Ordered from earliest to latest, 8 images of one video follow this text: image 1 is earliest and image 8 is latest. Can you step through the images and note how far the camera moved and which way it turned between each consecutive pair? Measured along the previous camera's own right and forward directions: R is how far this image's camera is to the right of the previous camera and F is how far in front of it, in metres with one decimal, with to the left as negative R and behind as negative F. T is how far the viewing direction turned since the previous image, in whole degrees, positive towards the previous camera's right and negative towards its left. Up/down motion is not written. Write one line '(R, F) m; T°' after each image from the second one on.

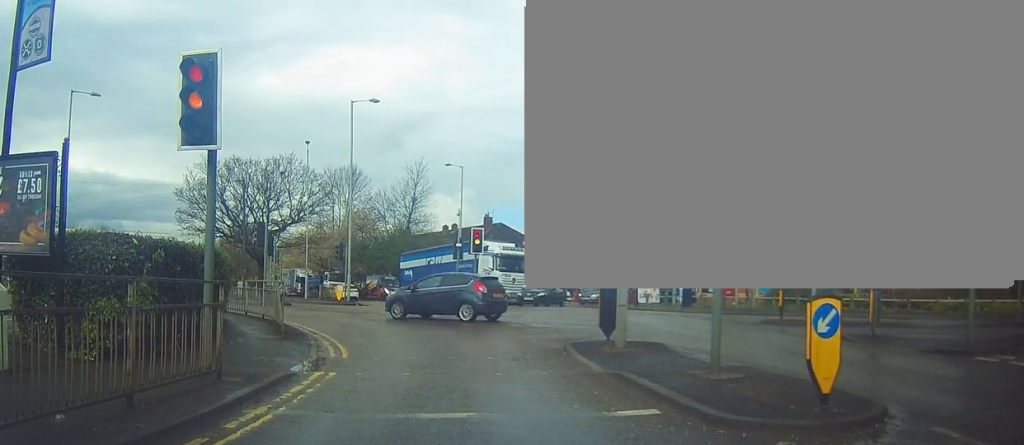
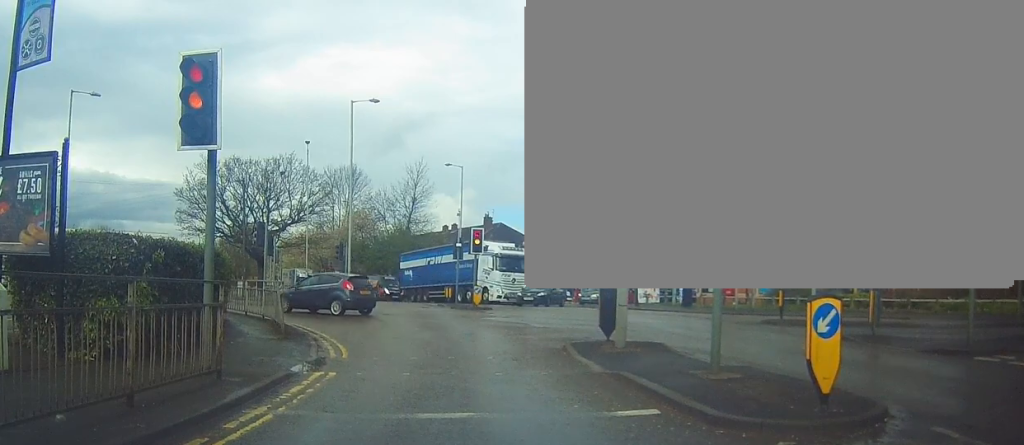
(0.0, 0.0) m; 0°
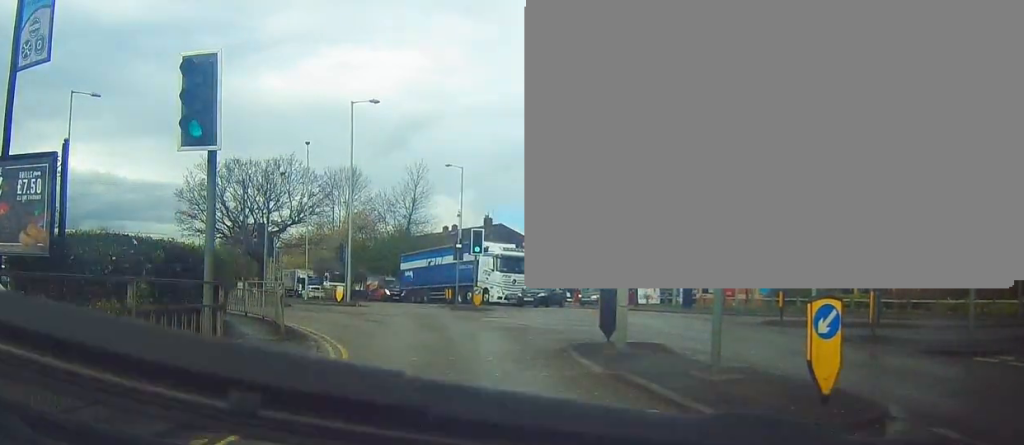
(0.0, 0.0) m; 0°
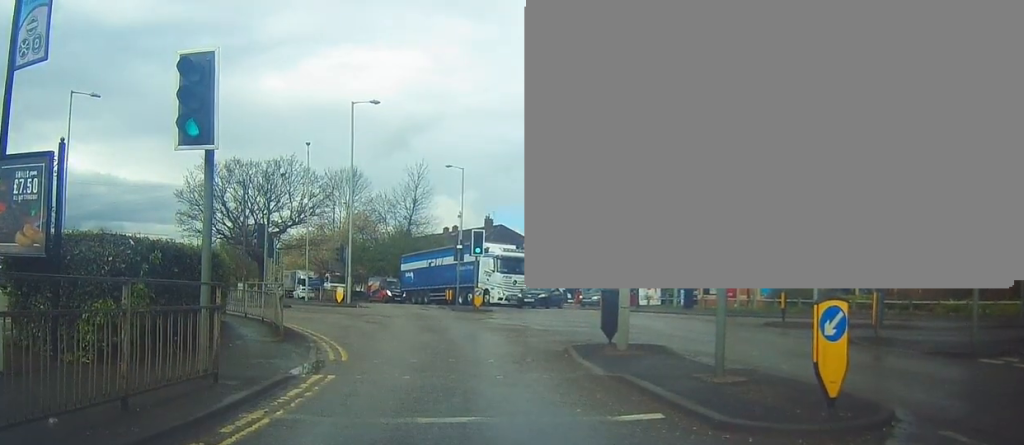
(0.0, 0.0) m; 0°
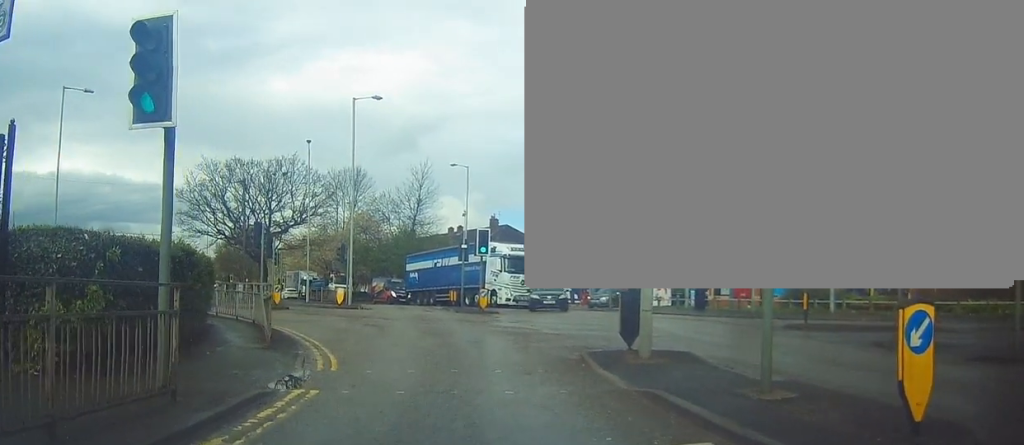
(-0.2, +0.6) m; 0°
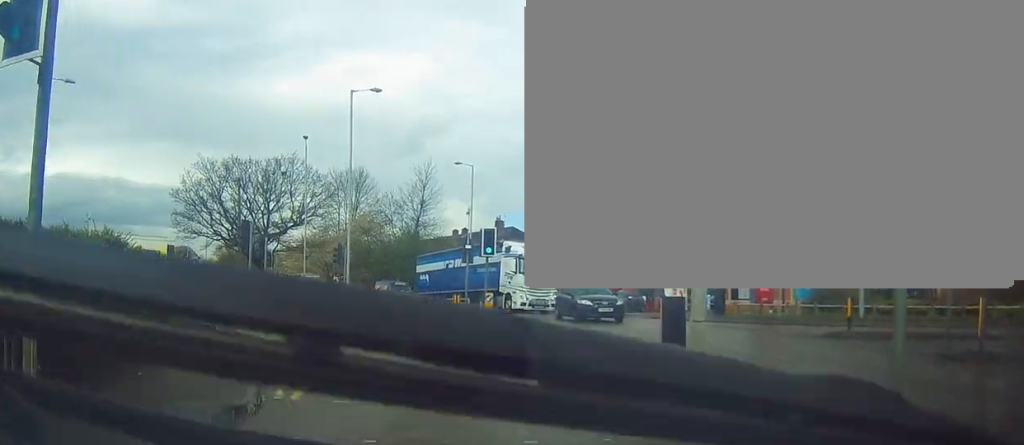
(+0.1, +1.9) m; 0°
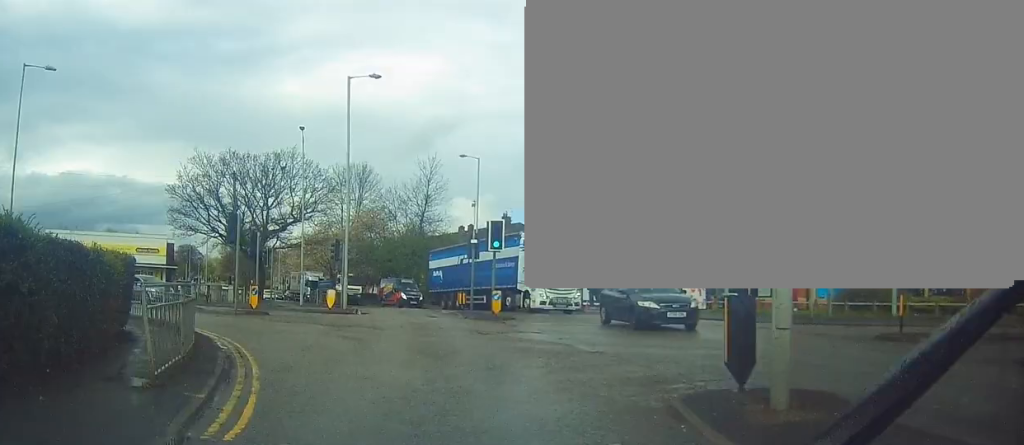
(-0.1, +2.1) m; -4°
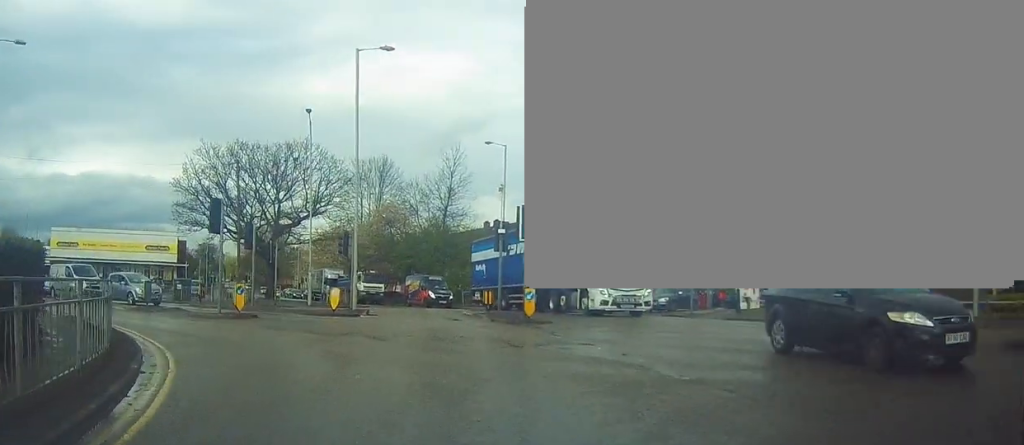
(-0.2, +3.7) m; -4°
